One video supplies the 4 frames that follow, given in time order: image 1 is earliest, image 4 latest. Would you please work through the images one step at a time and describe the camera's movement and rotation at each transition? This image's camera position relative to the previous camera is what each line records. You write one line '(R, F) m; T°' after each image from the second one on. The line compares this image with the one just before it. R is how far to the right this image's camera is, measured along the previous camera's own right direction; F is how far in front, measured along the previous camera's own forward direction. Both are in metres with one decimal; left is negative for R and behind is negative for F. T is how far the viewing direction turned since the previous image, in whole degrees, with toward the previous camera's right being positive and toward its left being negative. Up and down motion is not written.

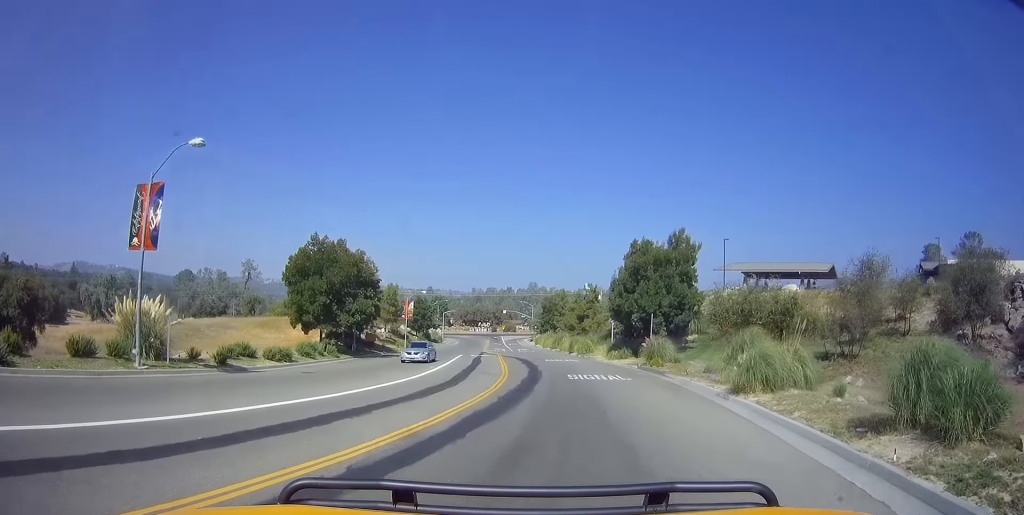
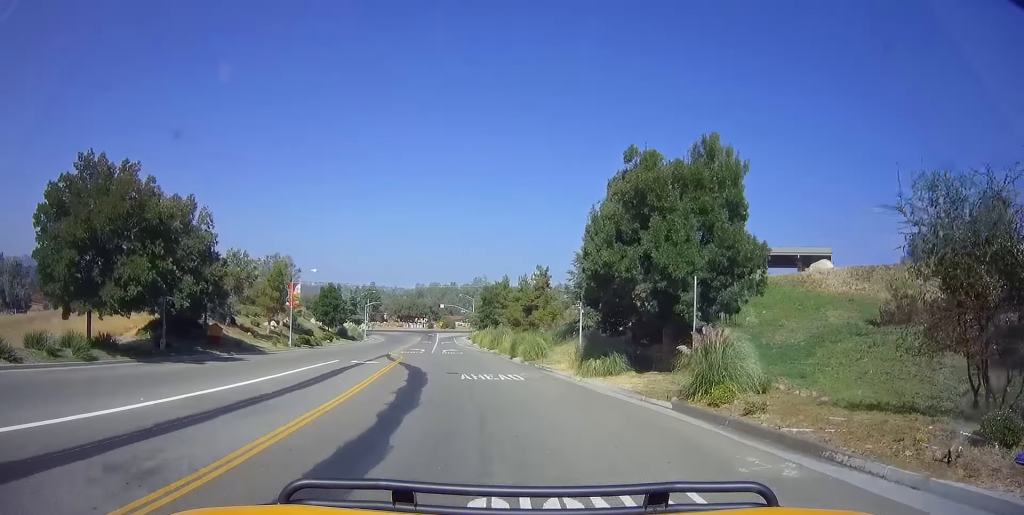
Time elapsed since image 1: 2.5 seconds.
(-0.1, +20.0) m; -3°
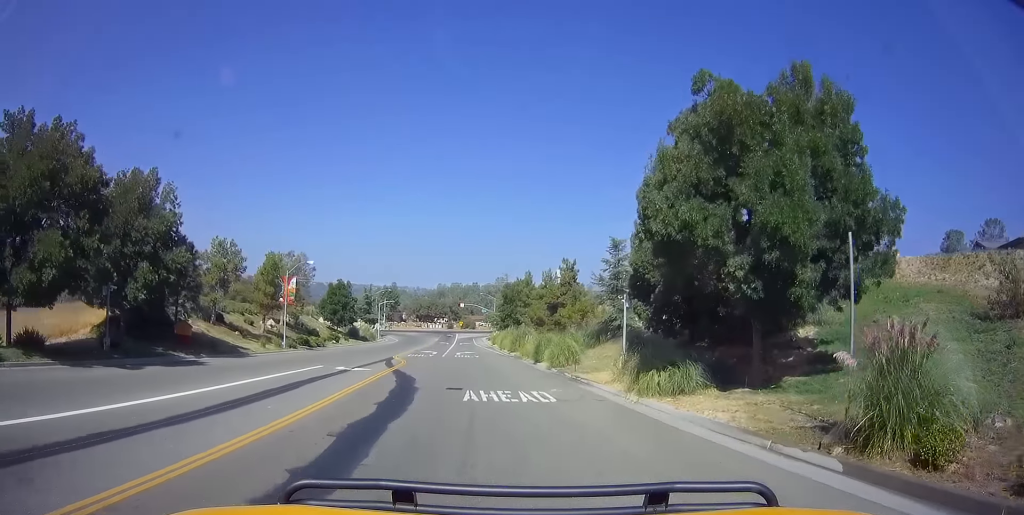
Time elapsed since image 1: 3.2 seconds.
(-0.1, +6.6) m; -2°
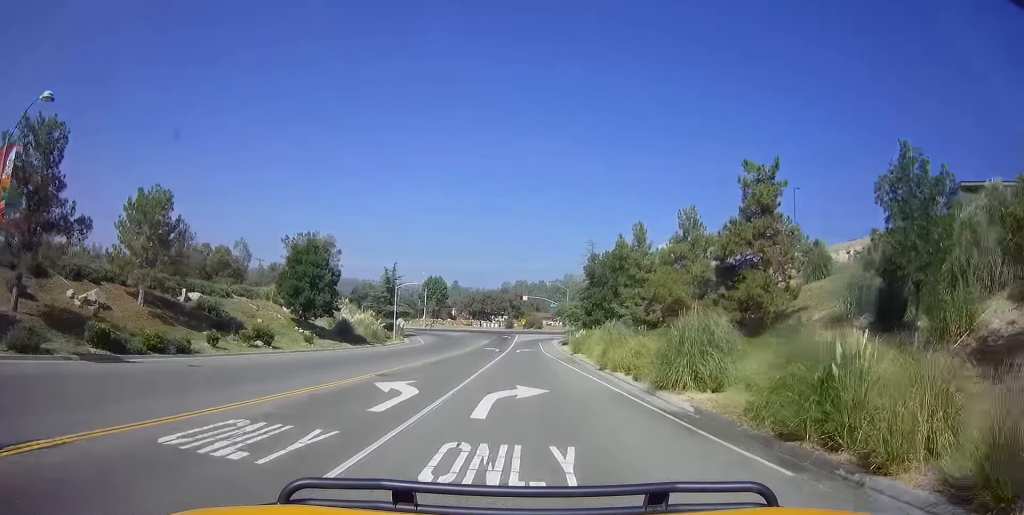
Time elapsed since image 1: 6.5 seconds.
(-1.8, +36.6) m; -4°
